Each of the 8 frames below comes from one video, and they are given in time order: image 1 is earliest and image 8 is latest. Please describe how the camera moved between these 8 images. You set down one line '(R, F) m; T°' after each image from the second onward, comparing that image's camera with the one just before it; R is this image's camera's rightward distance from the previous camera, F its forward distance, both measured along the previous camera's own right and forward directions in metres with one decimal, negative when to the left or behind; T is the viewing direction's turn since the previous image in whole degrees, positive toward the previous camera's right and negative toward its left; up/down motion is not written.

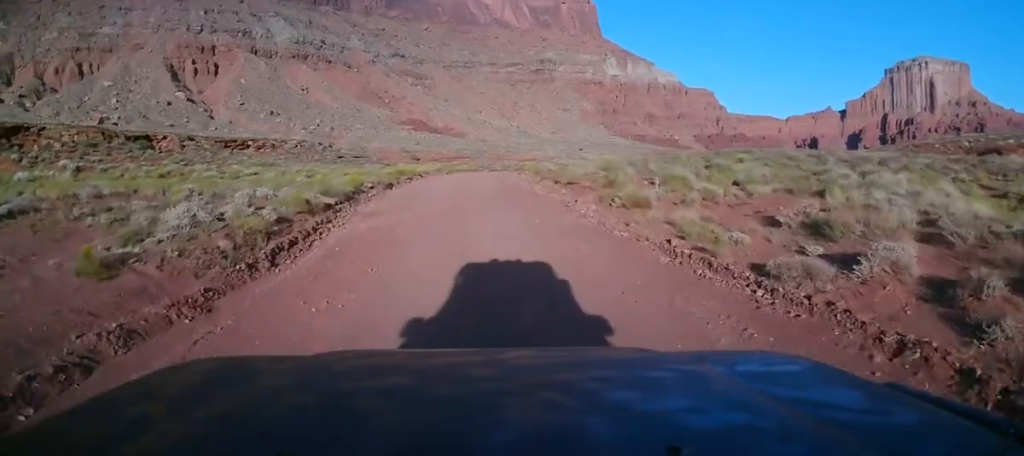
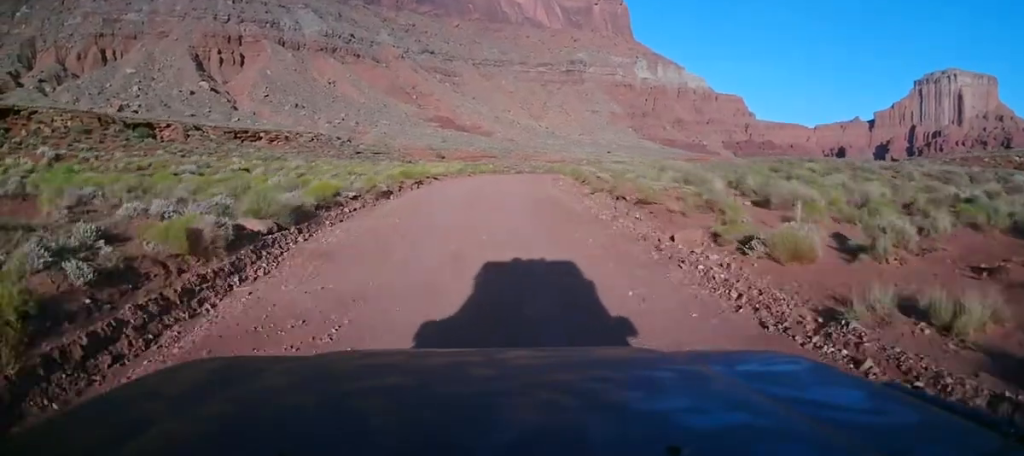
(0.0, +8.0) m; 0°
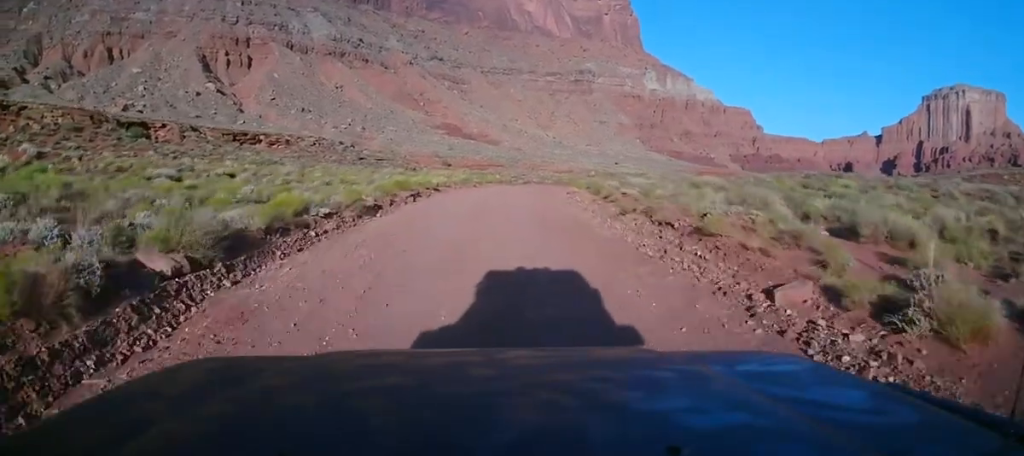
(0.0, +4.0) m; 0°
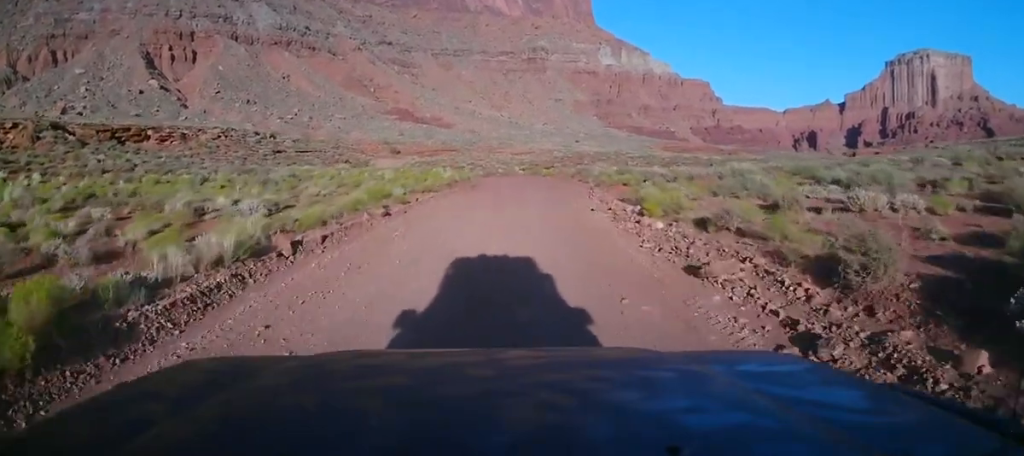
(+0.7, +28.5) m; +4°
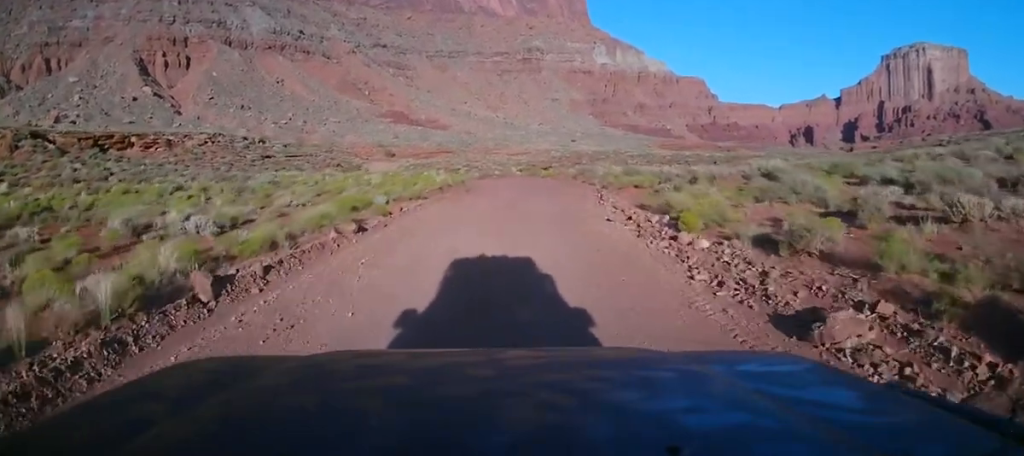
(0.0, +3.5) m; 0°
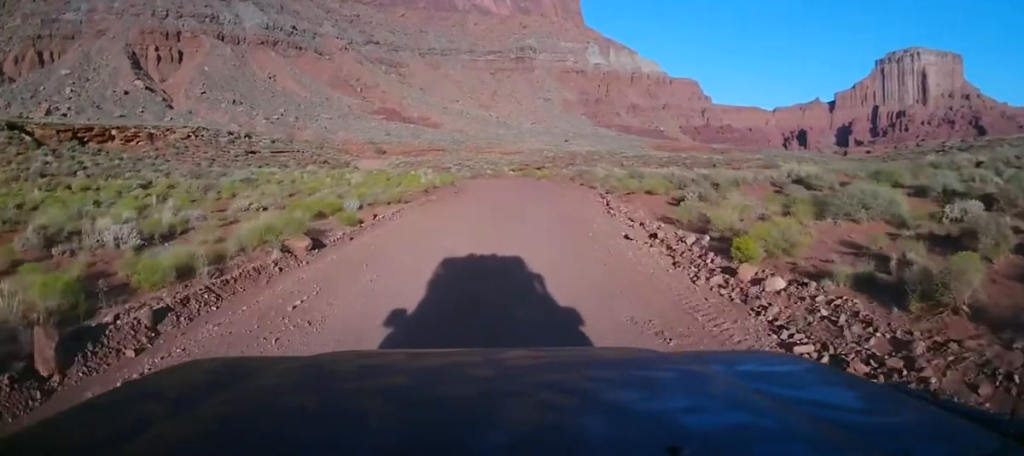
(-0.2, +3.4) m; 0°
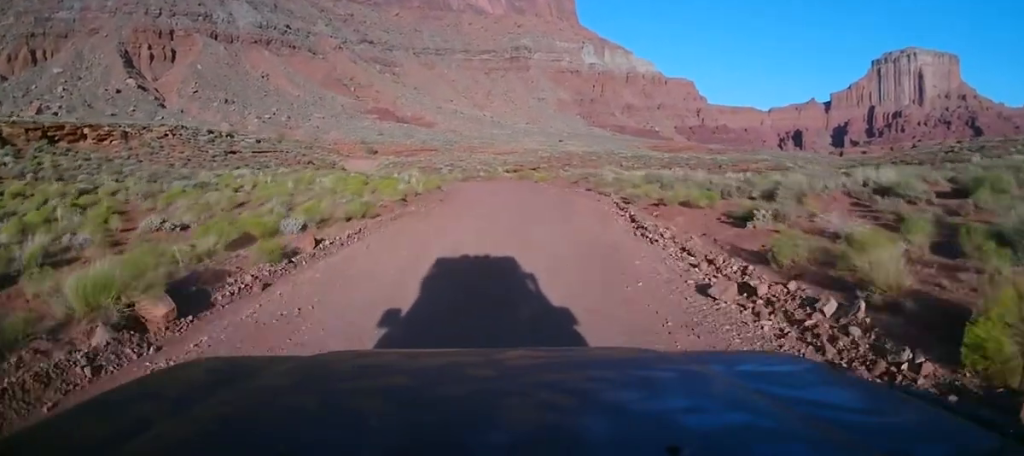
(0.0, +5.5) m; 0°
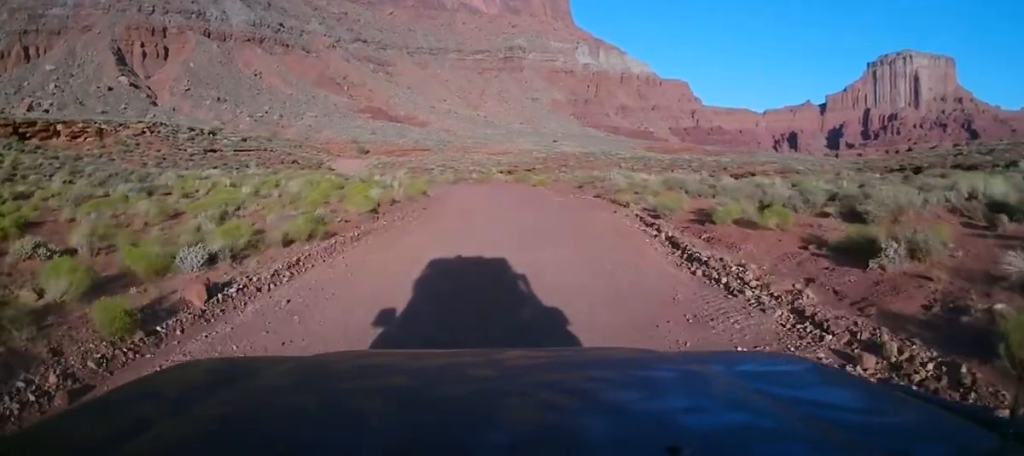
(+0.3, +4.9) m; 0°
